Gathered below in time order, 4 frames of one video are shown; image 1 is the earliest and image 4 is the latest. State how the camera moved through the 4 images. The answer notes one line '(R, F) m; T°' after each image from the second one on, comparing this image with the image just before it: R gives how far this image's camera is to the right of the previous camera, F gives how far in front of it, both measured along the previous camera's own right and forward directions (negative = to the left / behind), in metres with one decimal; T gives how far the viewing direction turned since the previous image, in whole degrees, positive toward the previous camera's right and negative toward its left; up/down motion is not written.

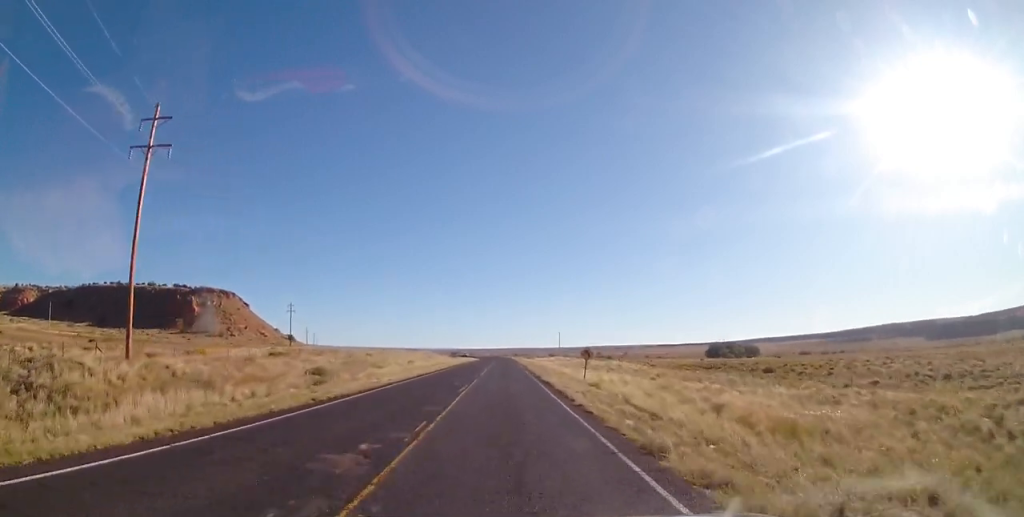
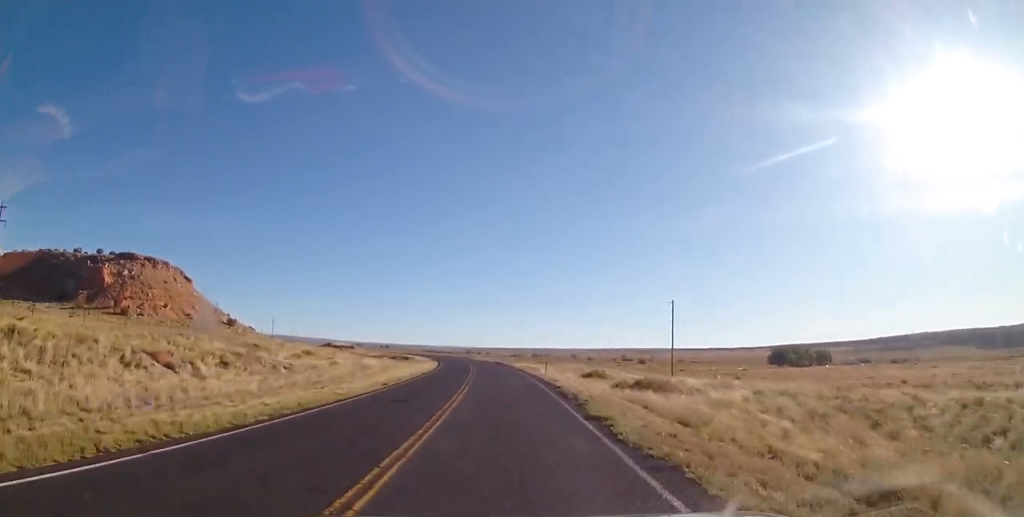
(-5.5, +125.0) m; -8°
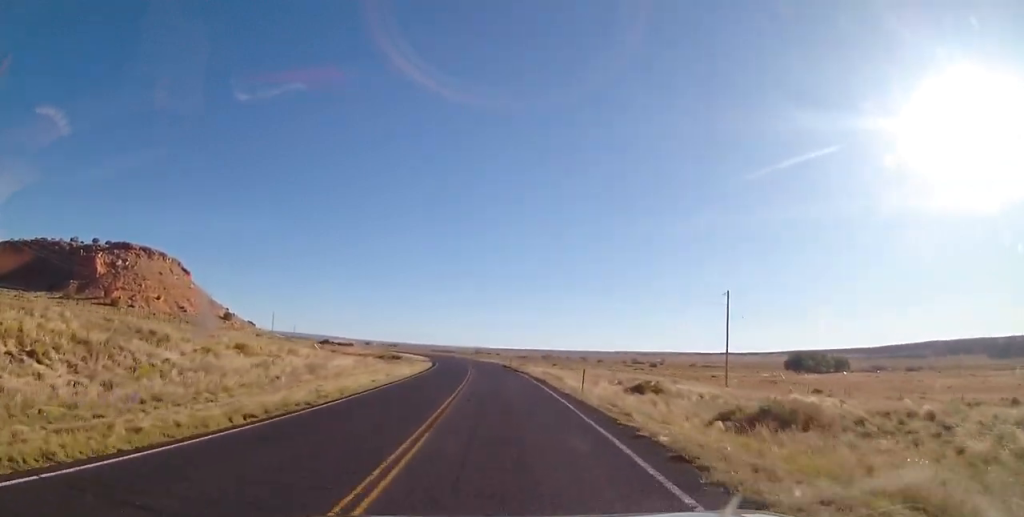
(0.0, +15.9) m; 0°
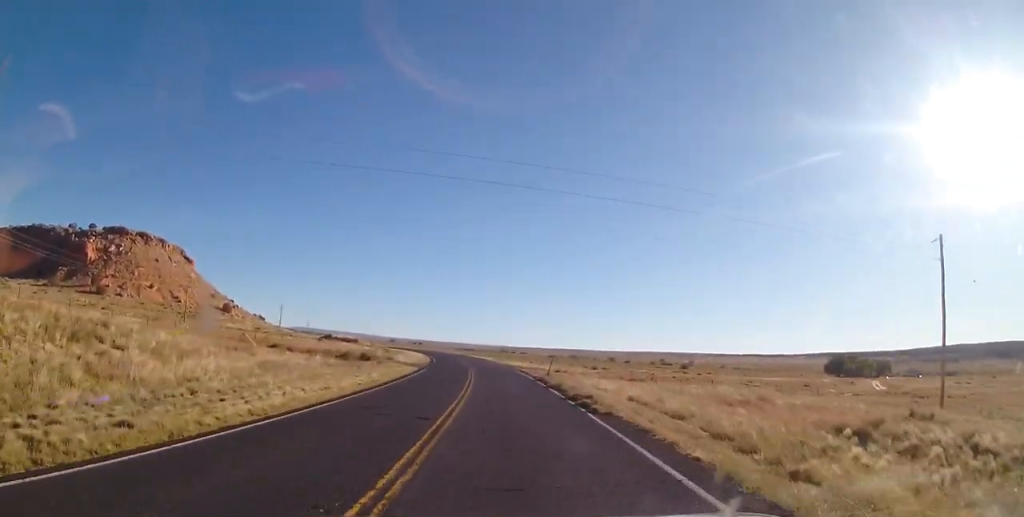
(0.0, +29.2) m; 0°
